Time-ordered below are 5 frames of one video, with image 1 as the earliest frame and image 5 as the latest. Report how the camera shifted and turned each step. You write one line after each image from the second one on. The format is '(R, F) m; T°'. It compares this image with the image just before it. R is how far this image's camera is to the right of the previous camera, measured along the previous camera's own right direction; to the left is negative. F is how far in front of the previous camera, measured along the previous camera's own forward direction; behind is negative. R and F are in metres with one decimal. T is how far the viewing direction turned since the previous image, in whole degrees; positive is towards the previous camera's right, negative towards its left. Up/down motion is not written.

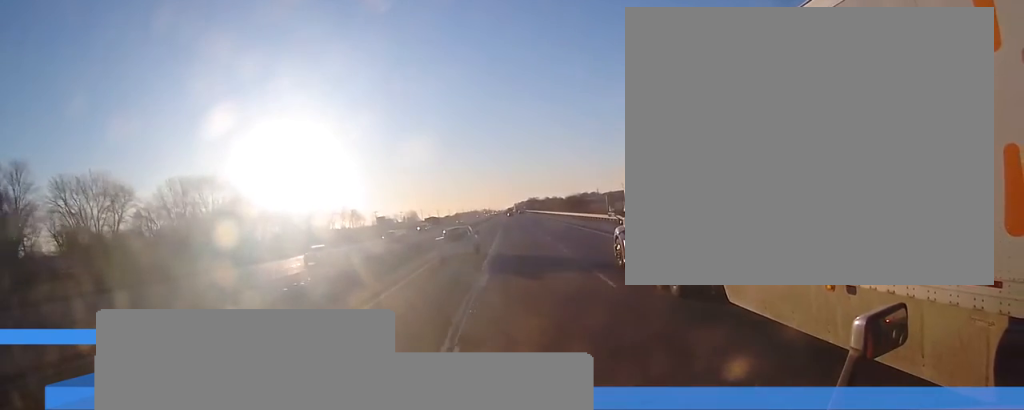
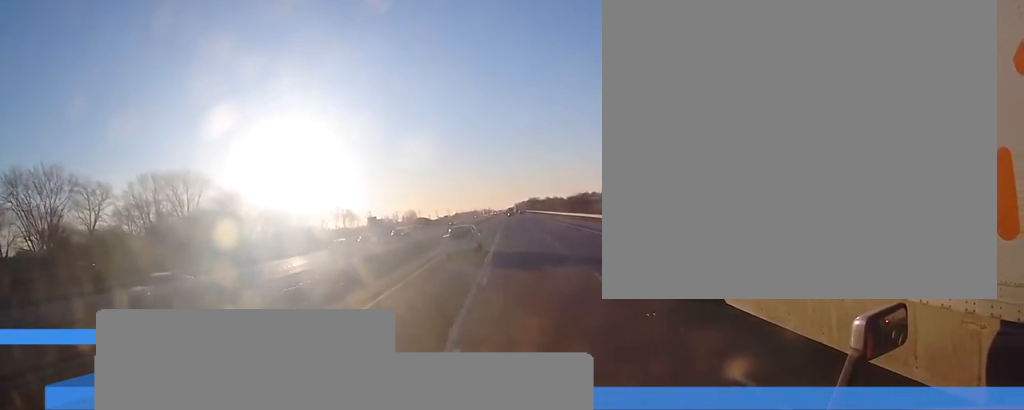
(0.0, +12.0) m; 0°
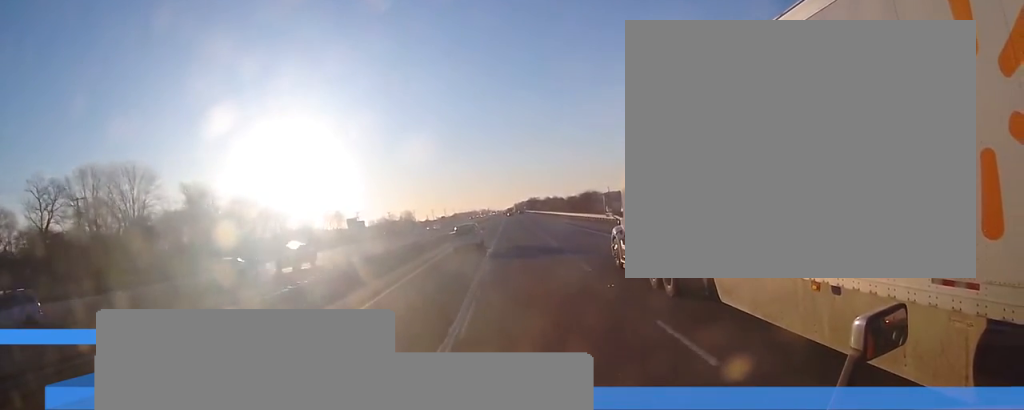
(+0.2, +20.2) m; 0°
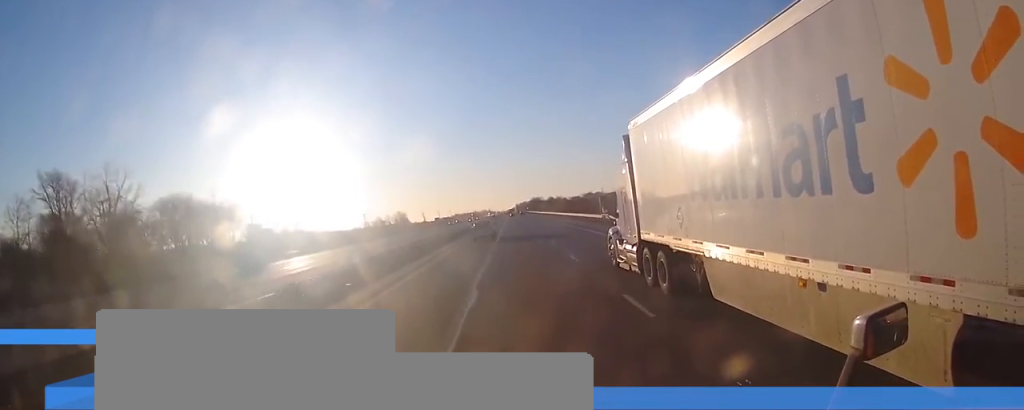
(+0.6, +56.3) m; +1°
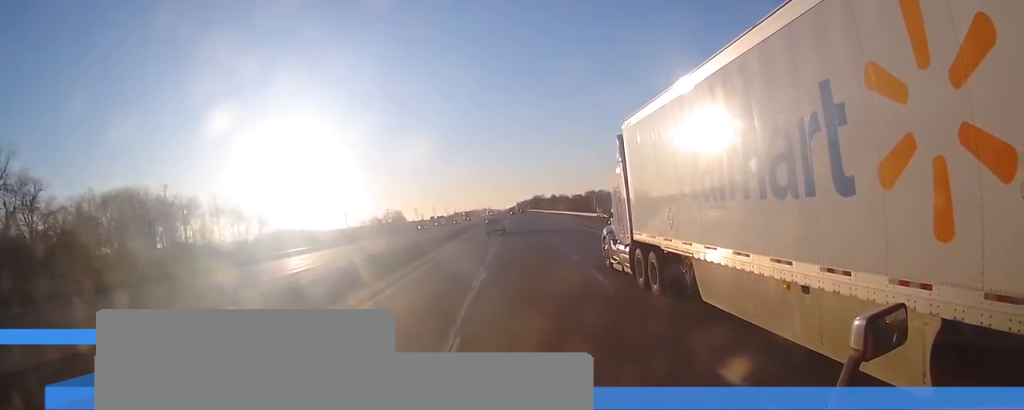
(-0.3, +30.0) m; -1°
